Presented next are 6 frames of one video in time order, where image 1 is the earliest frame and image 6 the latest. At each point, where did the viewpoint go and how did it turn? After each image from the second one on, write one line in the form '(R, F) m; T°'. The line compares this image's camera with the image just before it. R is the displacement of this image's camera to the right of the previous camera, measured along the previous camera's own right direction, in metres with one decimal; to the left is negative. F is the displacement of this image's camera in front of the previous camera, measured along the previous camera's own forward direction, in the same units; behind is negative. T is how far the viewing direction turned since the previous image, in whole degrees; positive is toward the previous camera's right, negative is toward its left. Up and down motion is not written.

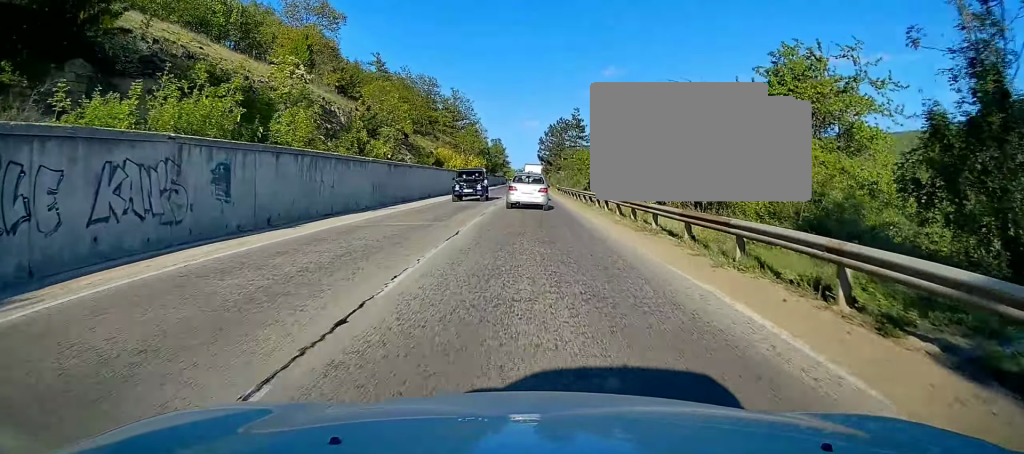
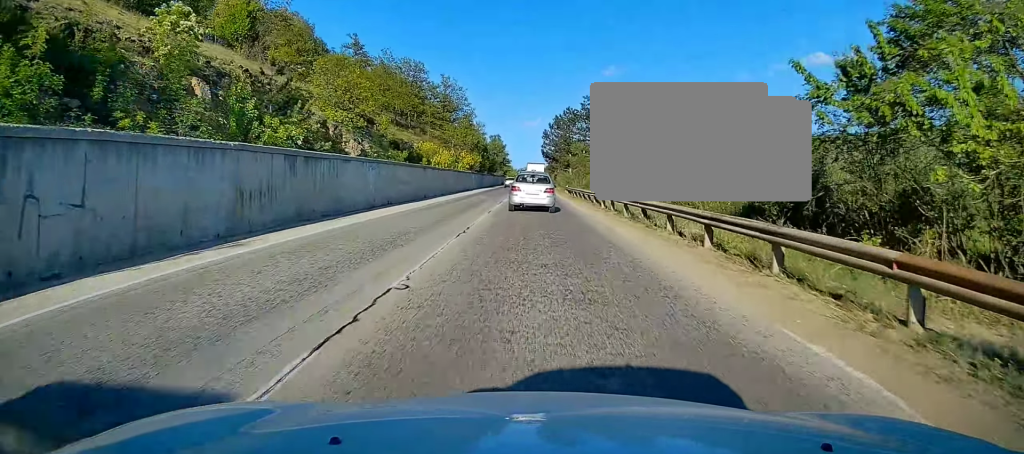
(0.0, +17.3) m; 0°
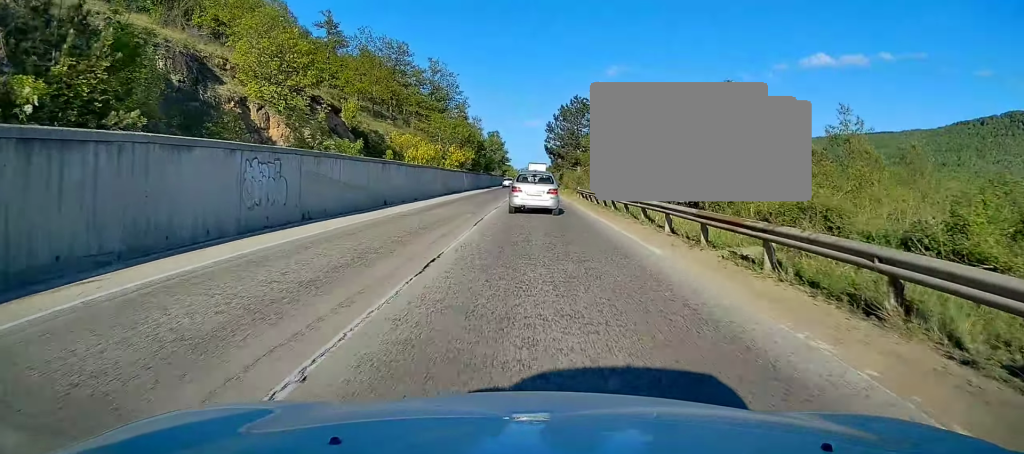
(0.0, +15.3) m; -1°
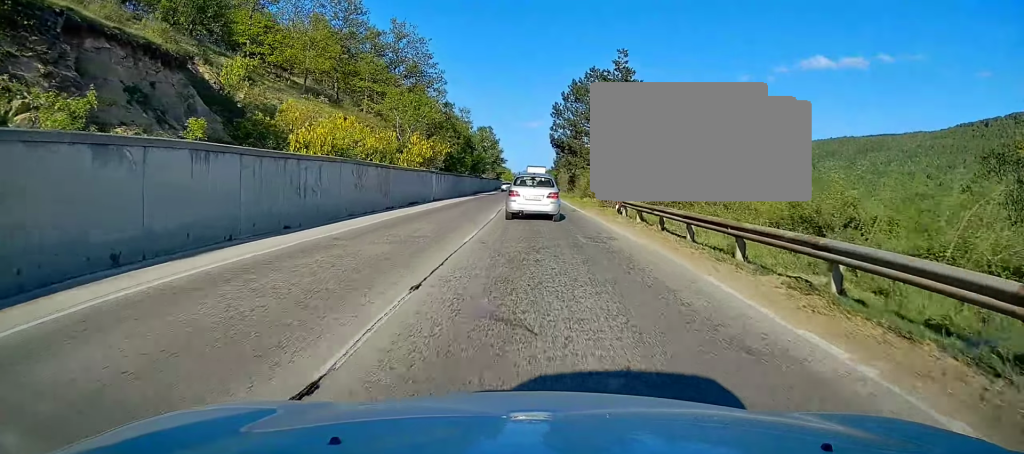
(-0.3, +25.4) m; +1°
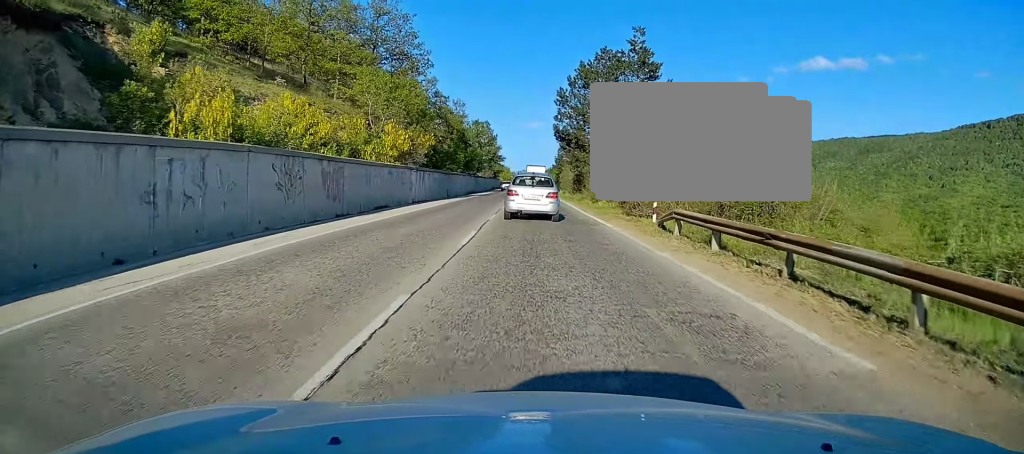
(+0.2, +9.6) m; +1°
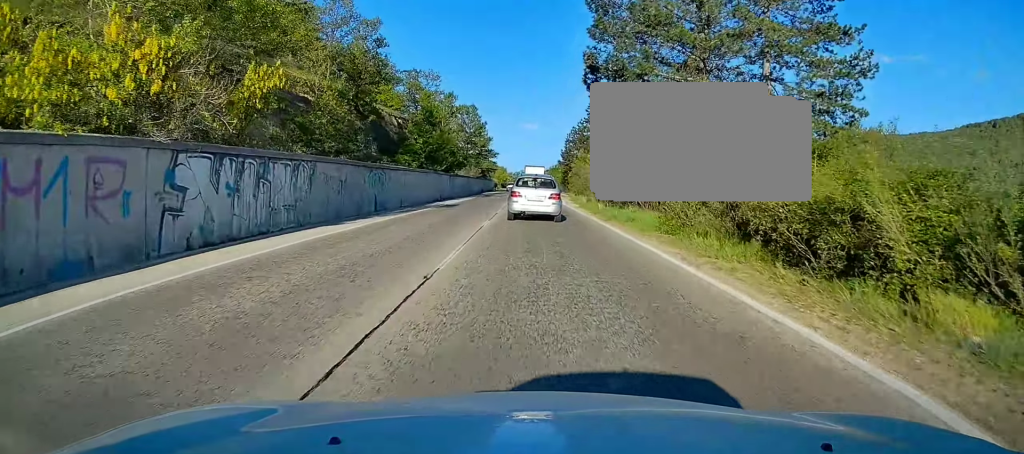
(-0.5, +30.5) m; -1°
